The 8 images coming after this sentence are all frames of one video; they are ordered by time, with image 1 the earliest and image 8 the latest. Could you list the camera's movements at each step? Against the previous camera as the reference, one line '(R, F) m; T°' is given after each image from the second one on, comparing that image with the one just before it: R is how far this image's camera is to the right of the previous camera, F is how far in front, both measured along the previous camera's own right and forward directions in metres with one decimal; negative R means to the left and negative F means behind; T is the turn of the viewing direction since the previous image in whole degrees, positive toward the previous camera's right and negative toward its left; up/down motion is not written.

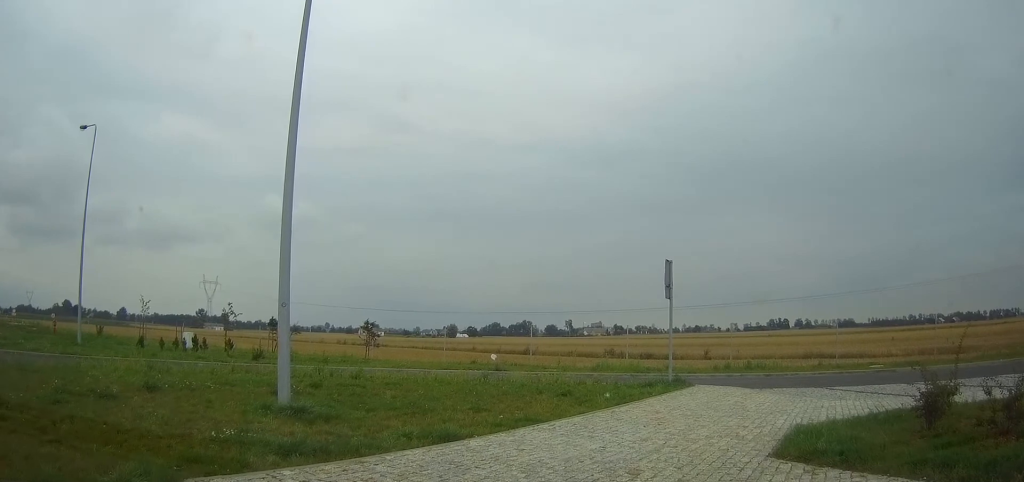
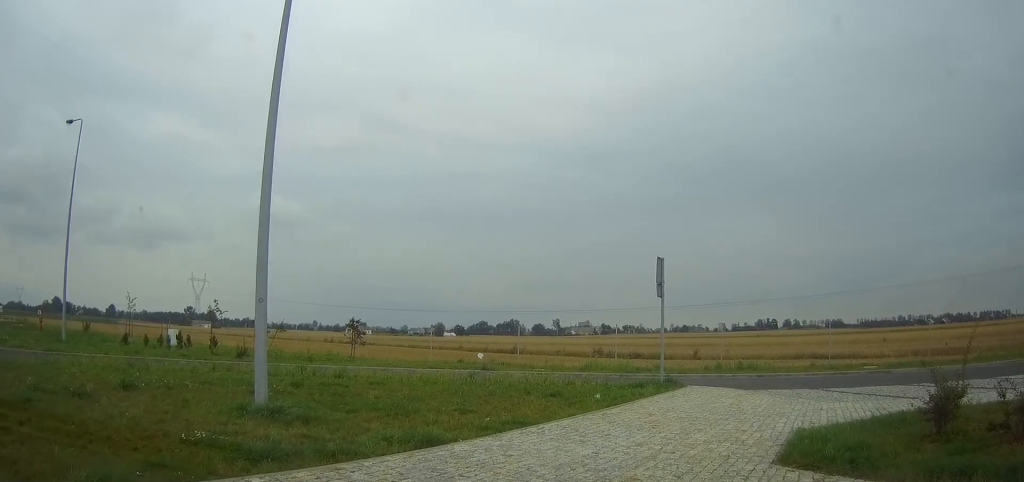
(+0.3, +0.3) m; 0°
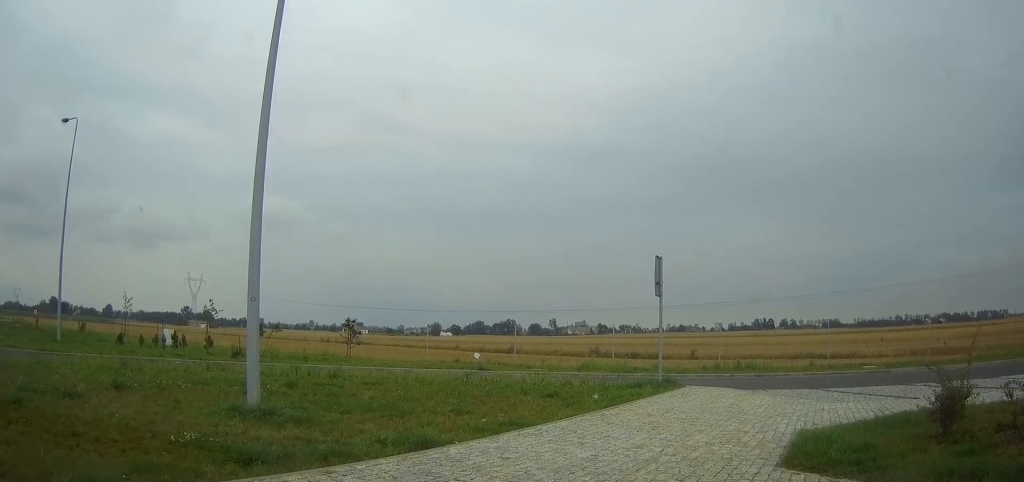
(+0.1, +0.1) m; 0°
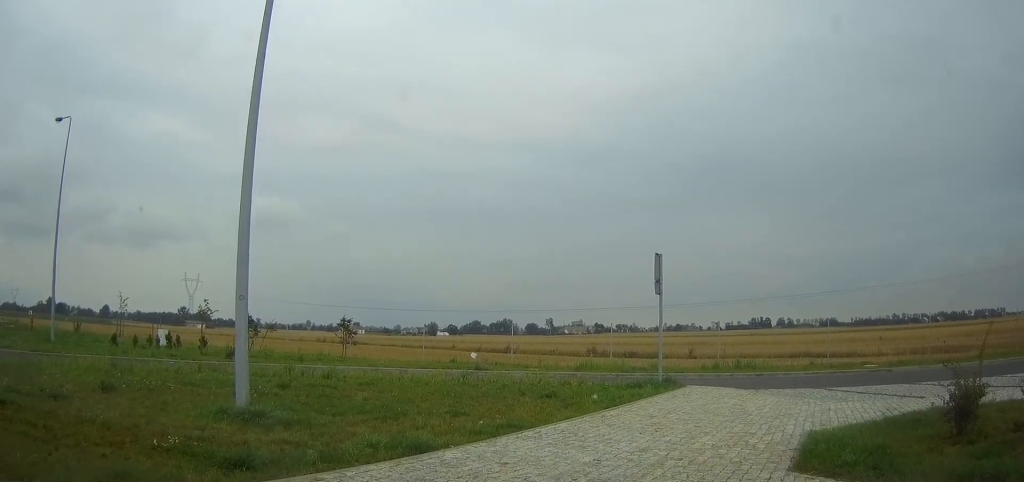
(+0.2, +0.2) m; 0°
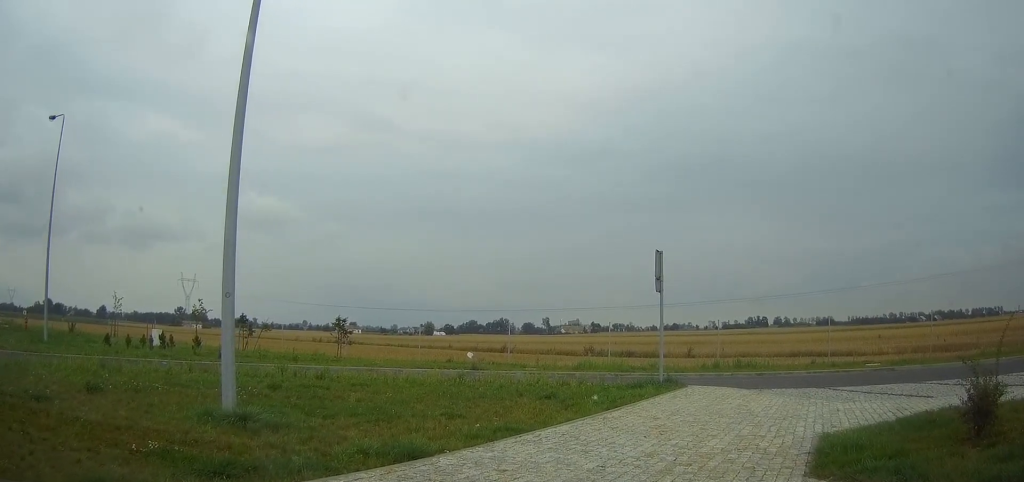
(0.0, +0.4) m; 0°
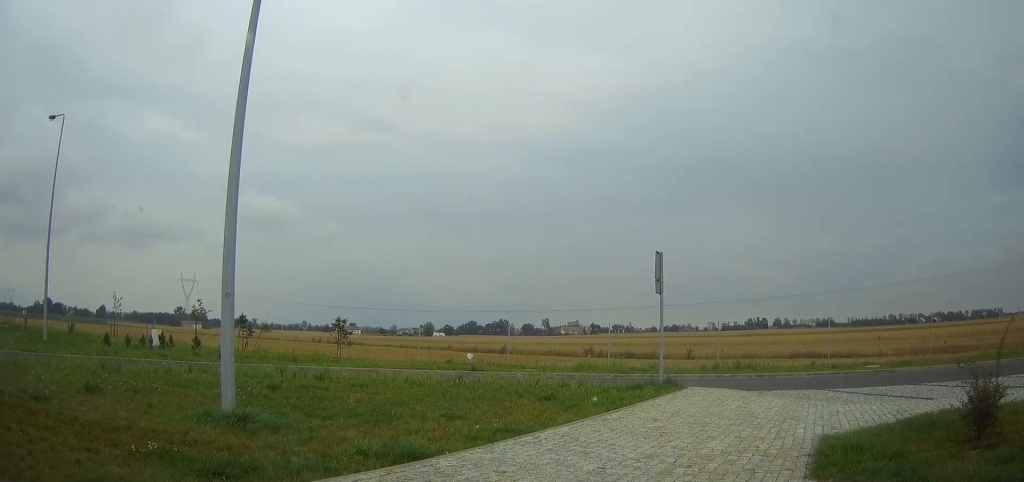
(0.0, +0.1) m; 0°
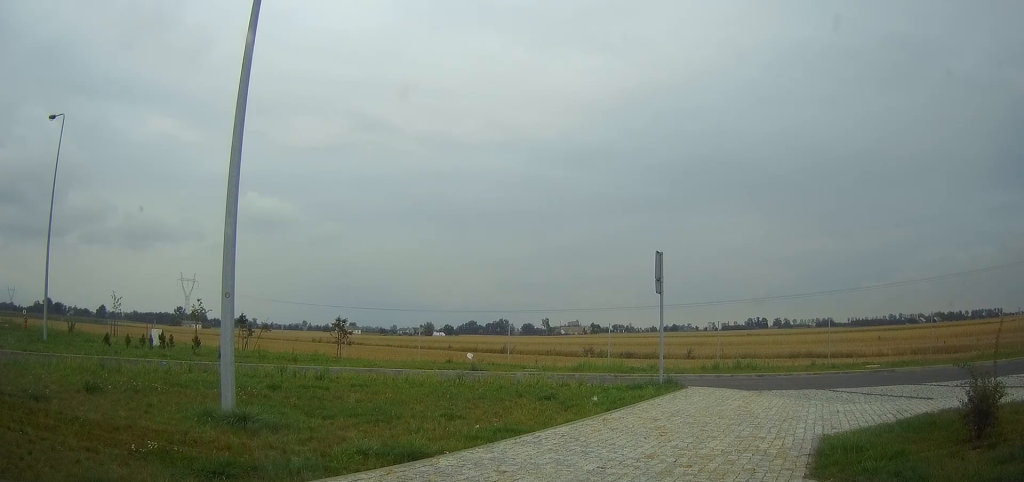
(+0.1, +0.1) m; 0°
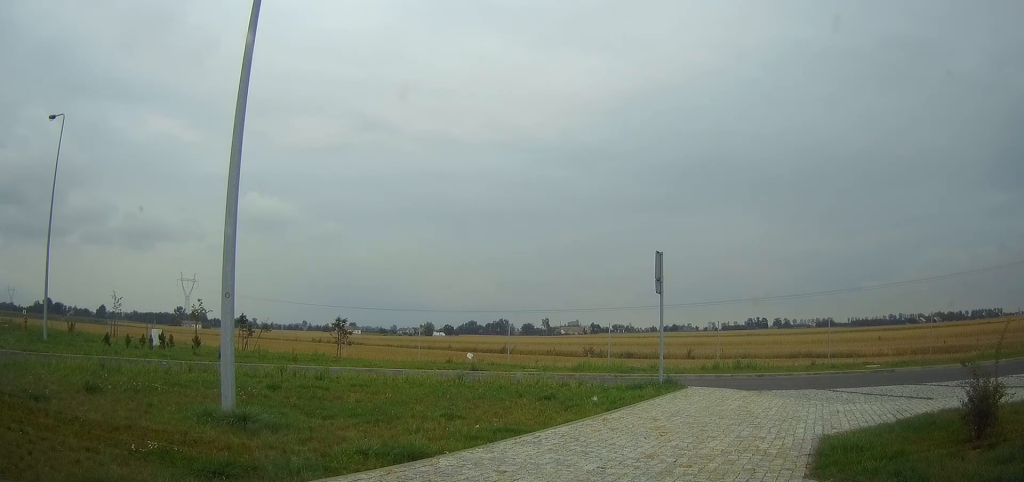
(0.0, 0.0) m; 0°
